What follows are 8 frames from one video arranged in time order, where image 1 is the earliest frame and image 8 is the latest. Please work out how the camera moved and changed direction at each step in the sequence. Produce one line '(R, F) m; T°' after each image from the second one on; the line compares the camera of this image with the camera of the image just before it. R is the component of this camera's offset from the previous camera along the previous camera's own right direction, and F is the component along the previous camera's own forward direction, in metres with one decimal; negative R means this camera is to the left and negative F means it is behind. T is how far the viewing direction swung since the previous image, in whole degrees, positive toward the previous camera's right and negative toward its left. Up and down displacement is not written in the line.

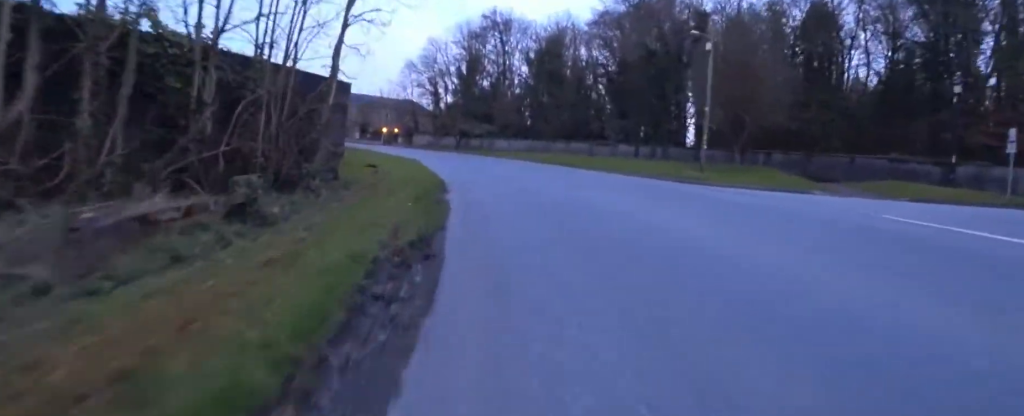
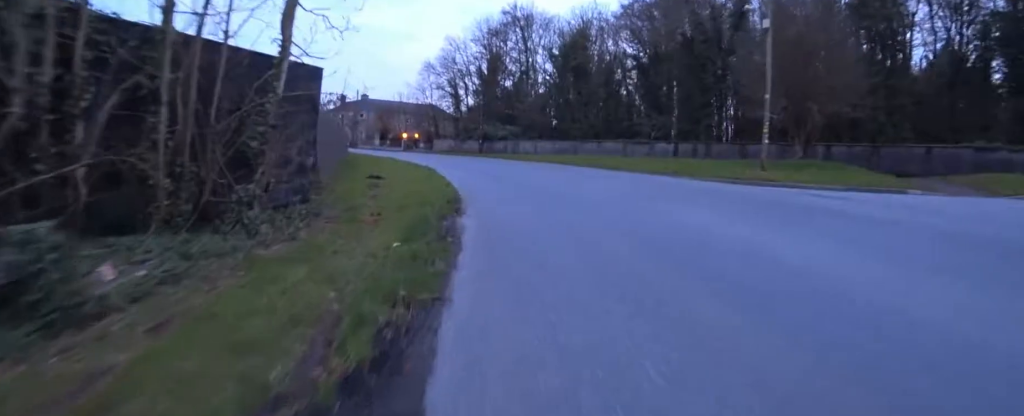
(-0.1, +3.2) m; -3°
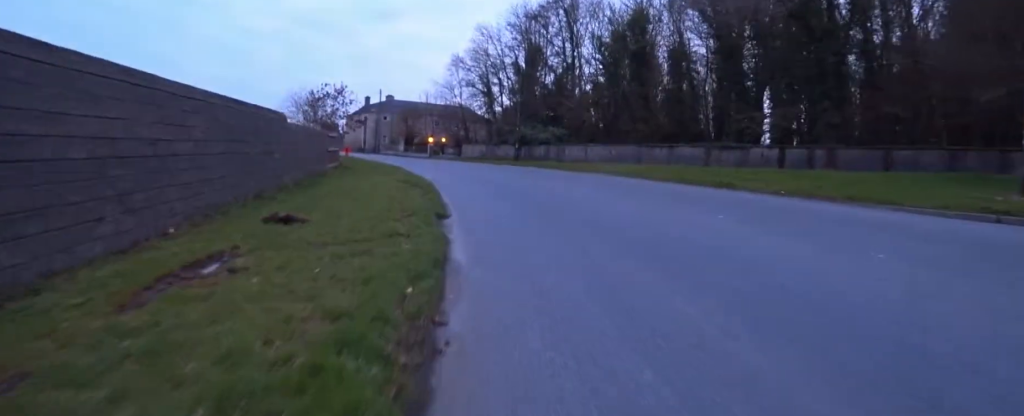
(-0.3, +8.5) m; -5°
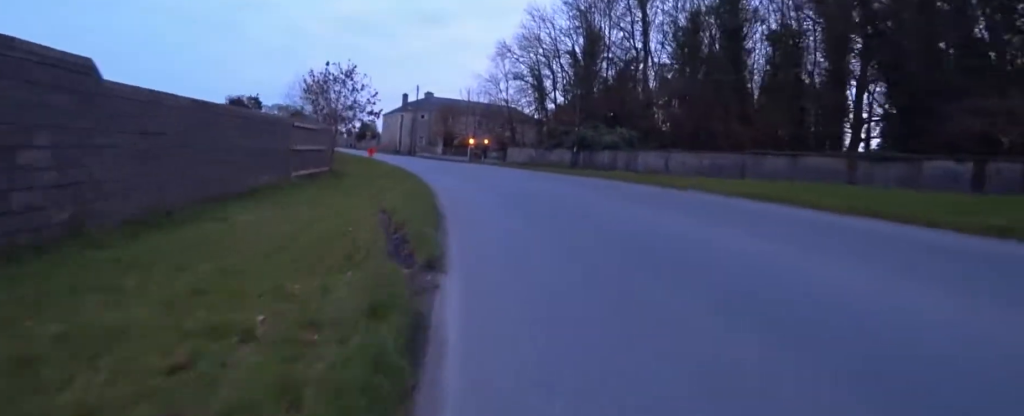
(-0.5, +7.2) m; -8°
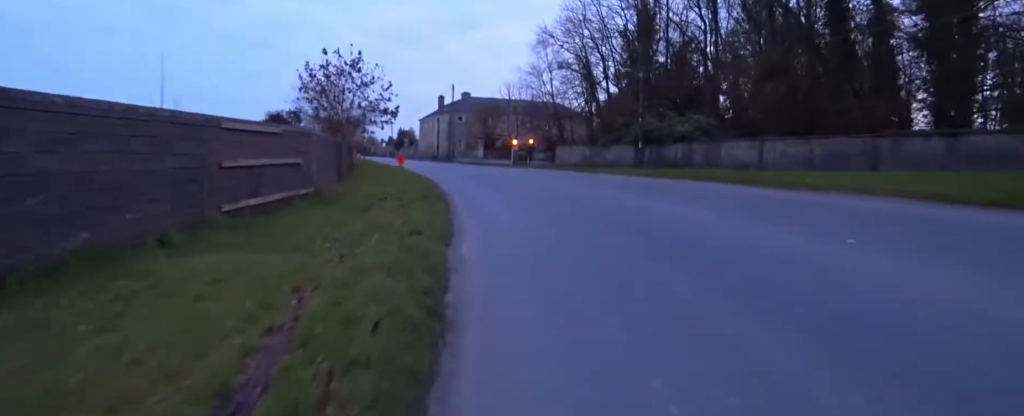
(-0.2, +5.1) m; -3°
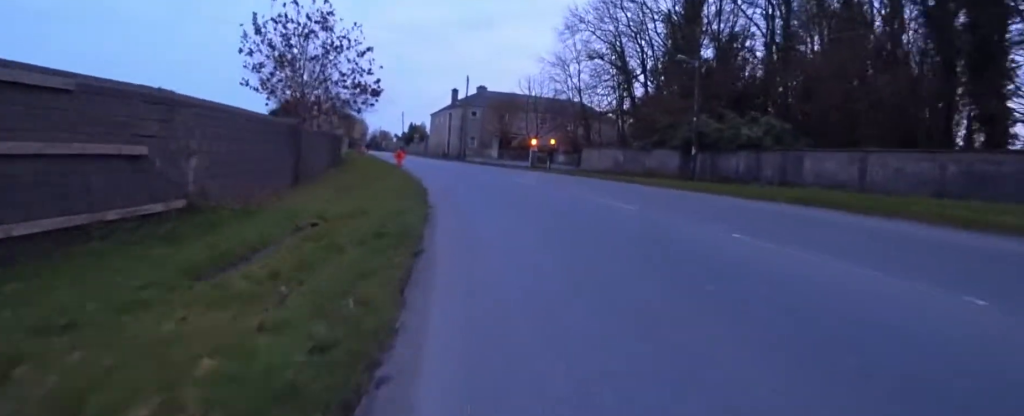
(-0.1, +5.2) m; -3°
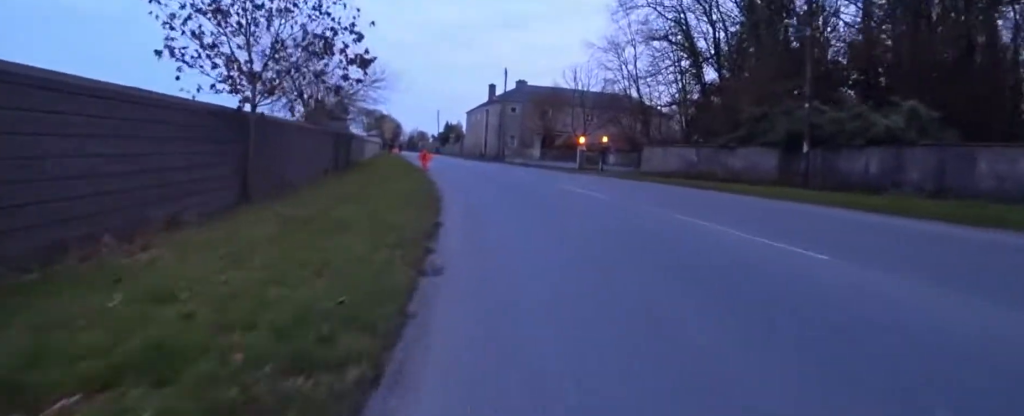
(0.0, +5.0) m; -5°
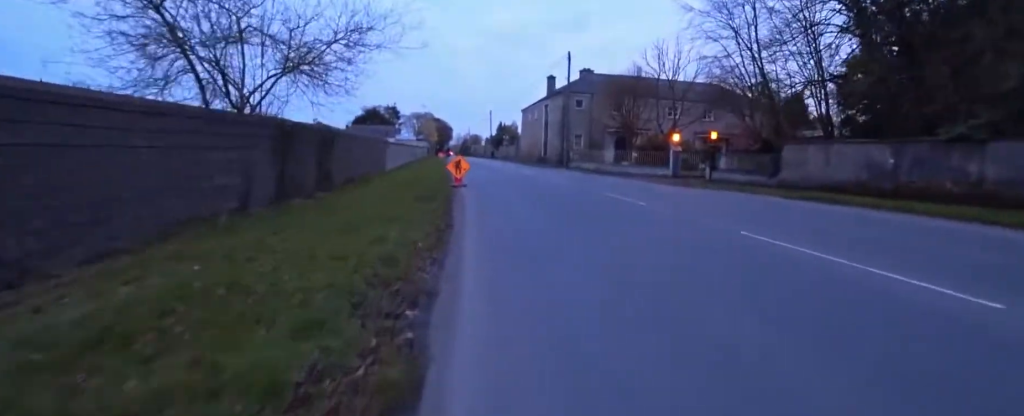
(-0.3, +8.5) m; -4°
